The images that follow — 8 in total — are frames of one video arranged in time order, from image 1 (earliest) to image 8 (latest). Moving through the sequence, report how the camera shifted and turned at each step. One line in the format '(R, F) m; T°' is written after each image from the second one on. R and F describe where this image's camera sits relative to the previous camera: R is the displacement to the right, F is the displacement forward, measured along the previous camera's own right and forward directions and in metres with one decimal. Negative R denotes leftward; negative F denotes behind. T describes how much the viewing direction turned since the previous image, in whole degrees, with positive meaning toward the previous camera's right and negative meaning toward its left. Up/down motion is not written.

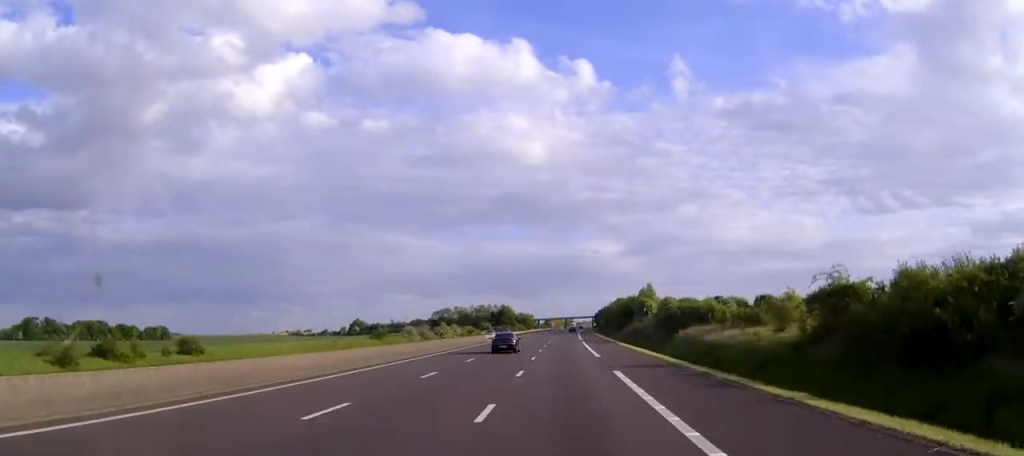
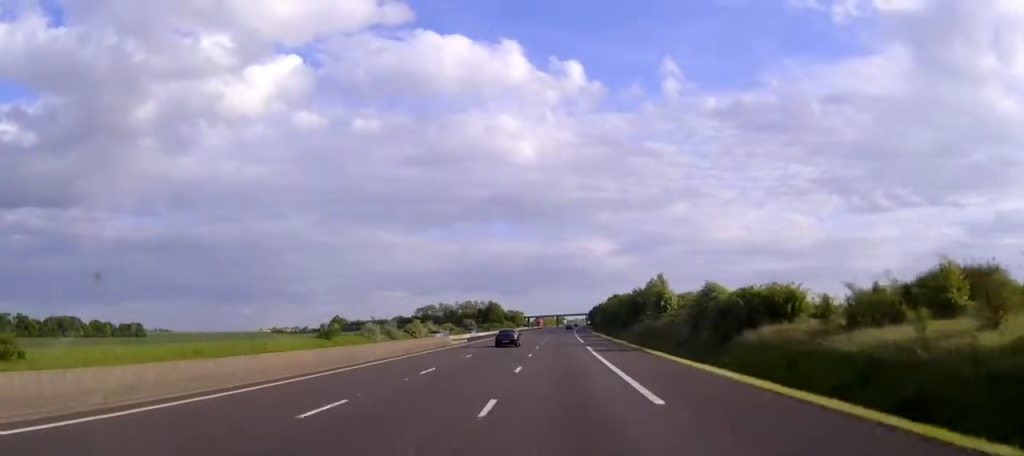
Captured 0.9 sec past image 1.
(+0.1, +26.0) m; 0°
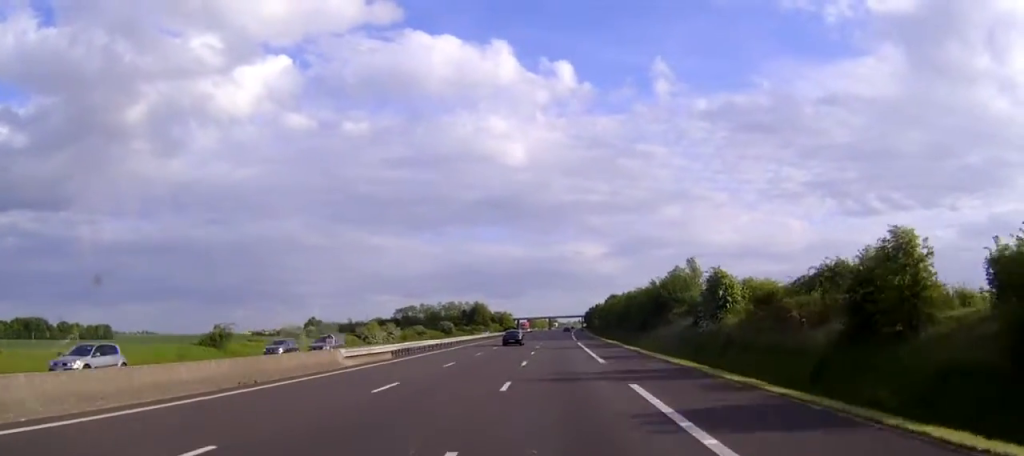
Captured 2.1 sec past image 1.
(+0.2, +33.4) m; +1°
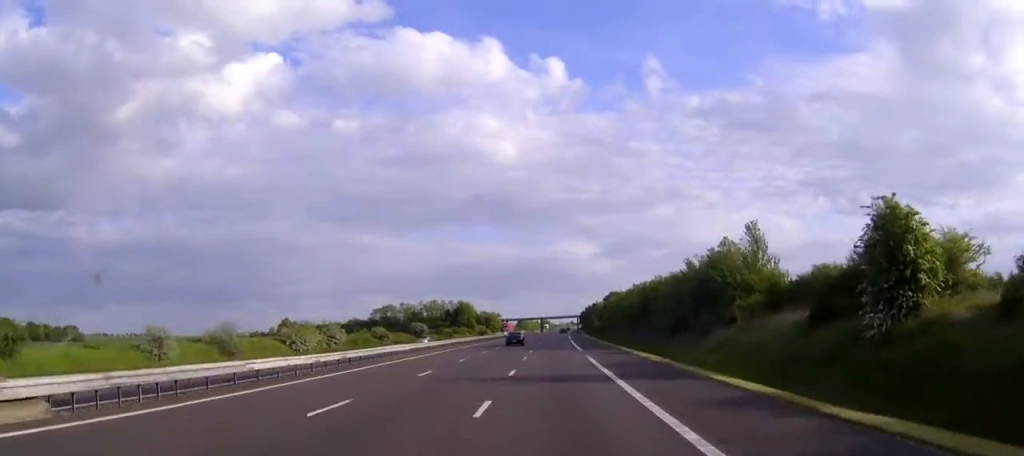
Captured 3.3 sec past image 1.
(+0.2, +31.5) m; +1°
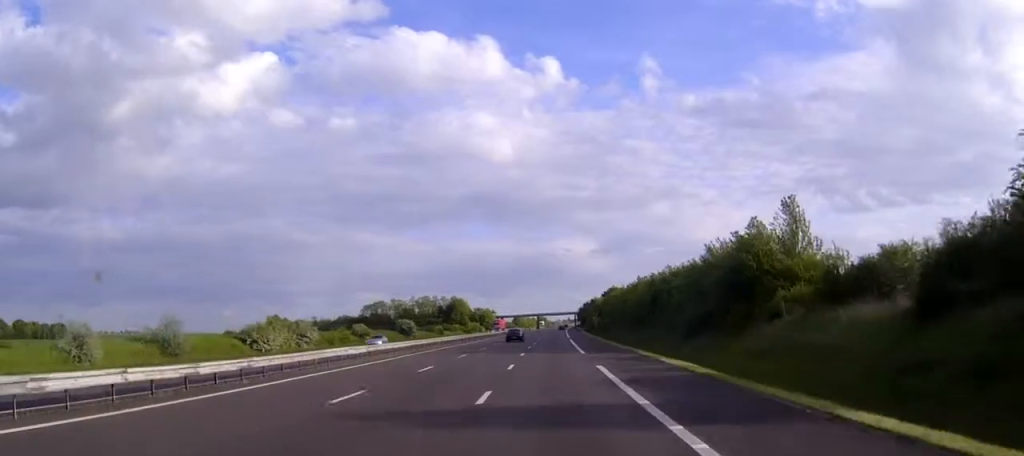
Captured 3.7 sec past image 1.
(0.0, +11.1) m; 0°
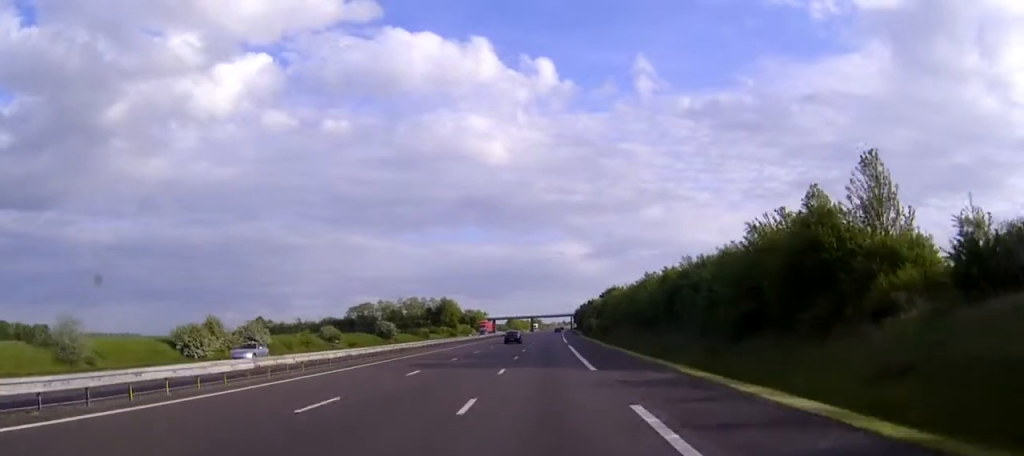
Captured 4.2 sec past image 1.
(+0.1, +14.8) m; 0°
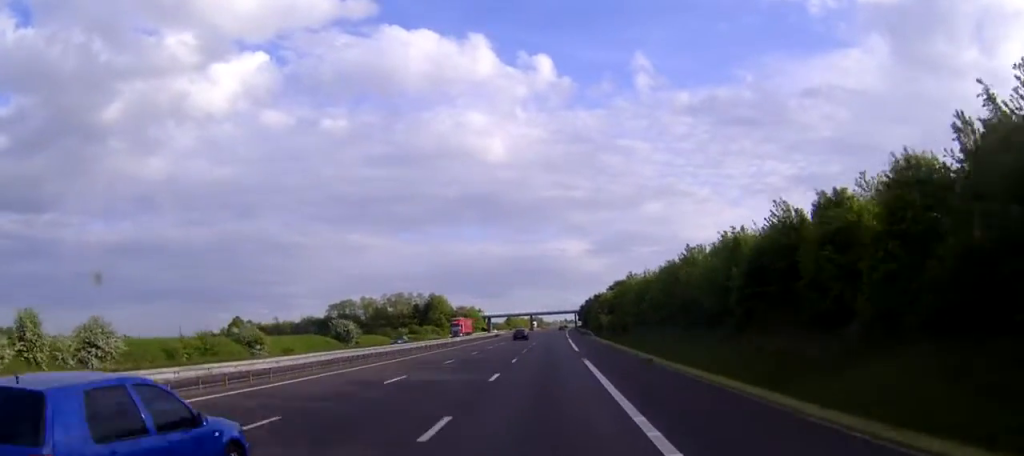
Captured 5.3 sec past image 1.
(0.0, +29.7) m; 0°
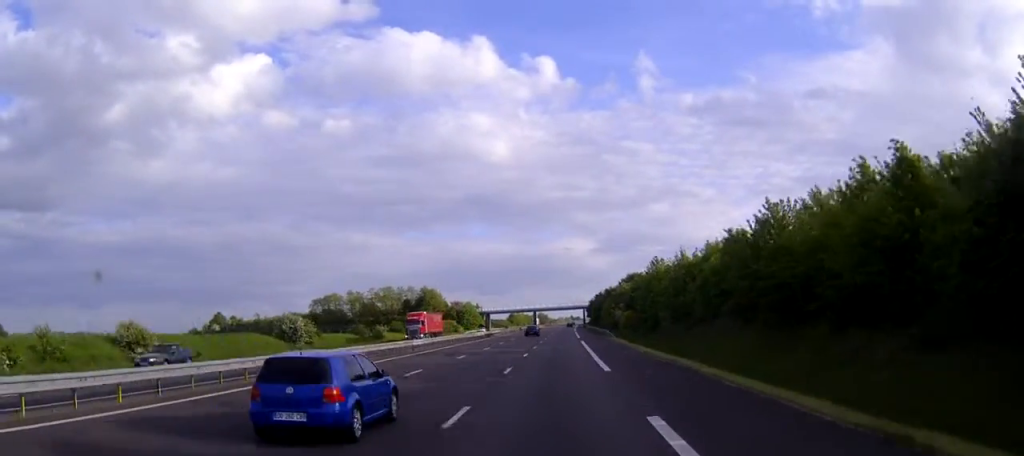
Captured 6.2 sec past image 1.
(0.0, +25.1) m; 0°
